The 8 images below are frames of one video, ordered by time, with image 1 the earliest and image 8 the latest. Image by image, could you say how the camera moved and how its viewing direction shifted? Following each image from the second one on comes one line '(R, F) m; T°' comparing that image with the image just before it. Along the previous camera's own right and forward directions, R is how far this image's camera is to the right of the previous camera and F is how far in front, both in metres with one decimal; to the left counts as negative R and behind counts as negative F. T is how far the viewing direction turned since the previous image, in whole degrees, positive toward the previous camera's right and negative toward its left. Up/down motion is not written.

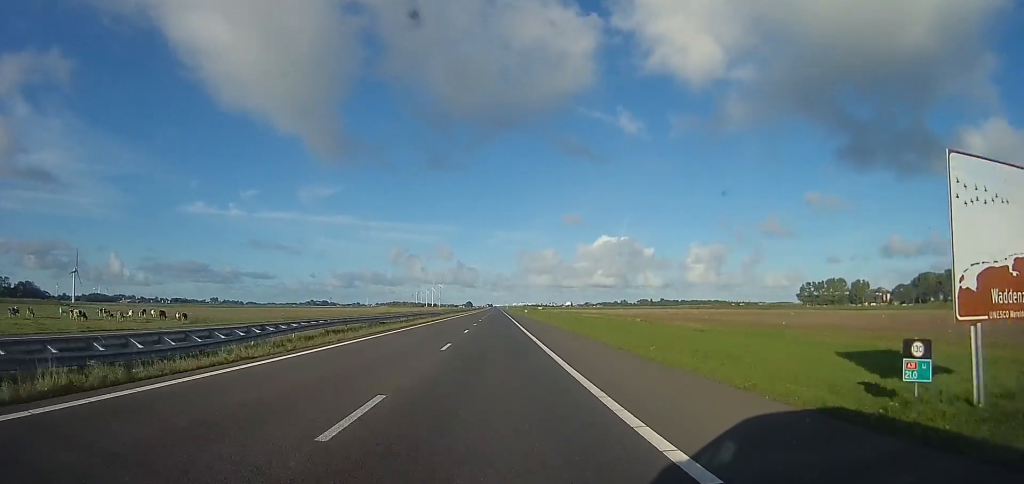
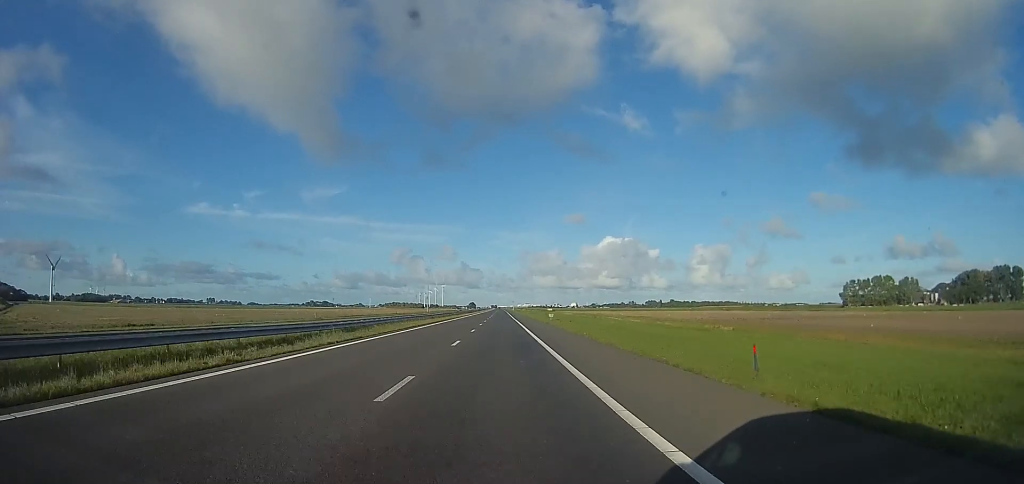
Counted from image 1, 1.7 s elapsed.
(0.0, +44.7) m; 0°
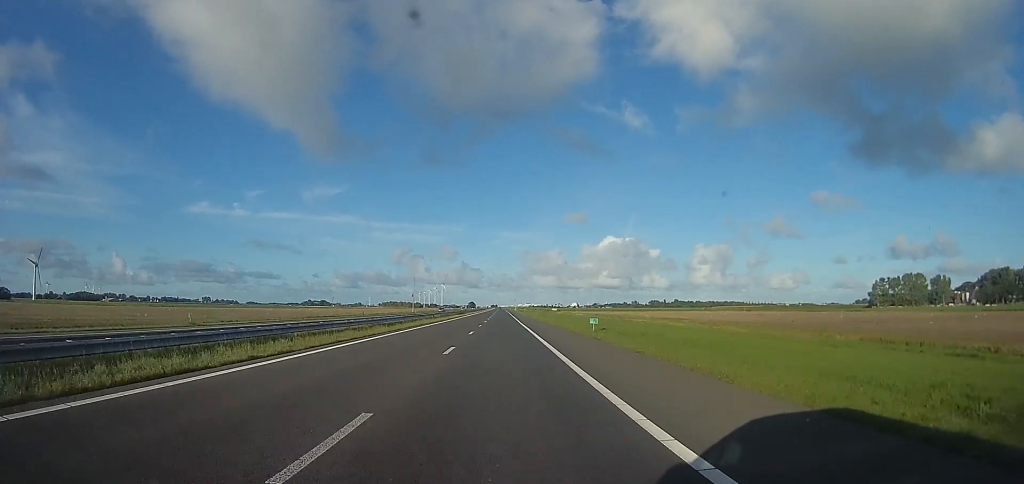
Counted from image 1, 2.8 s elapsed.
(0.0, +27.5) m; 0°
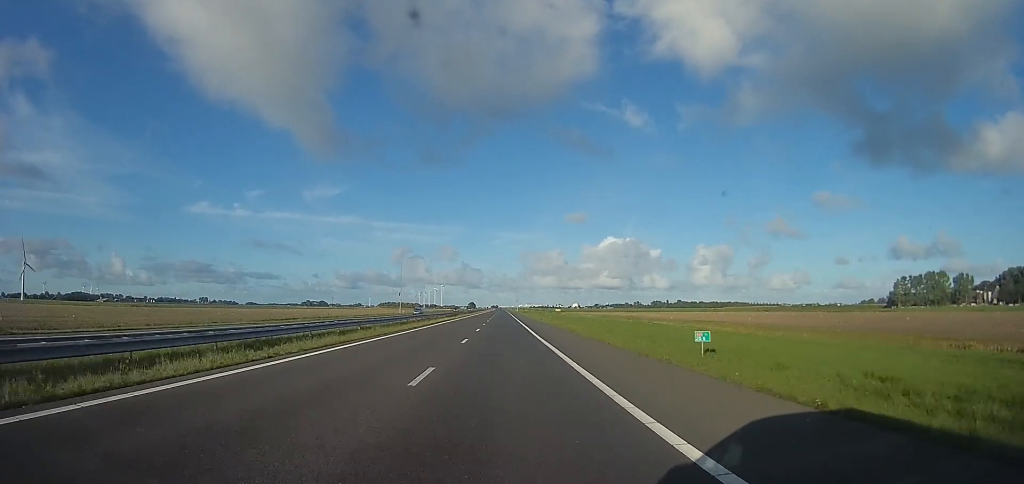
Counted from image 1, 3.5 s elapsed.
(-0.1, +18.1) m; 0°
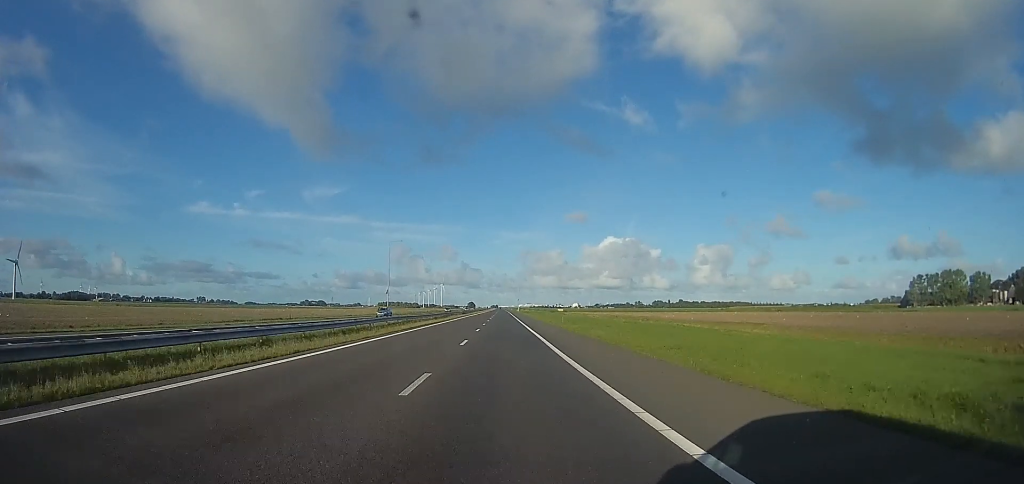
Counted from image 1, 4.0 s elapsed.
(+0.1, +12.9) m; 0°
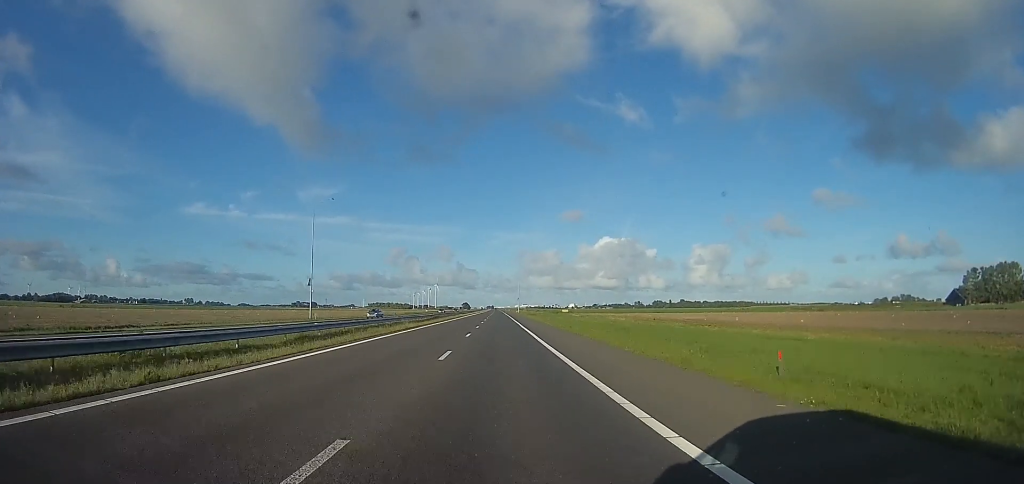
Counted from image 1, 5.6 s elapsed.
(-0.1, +41.4) m; 0°
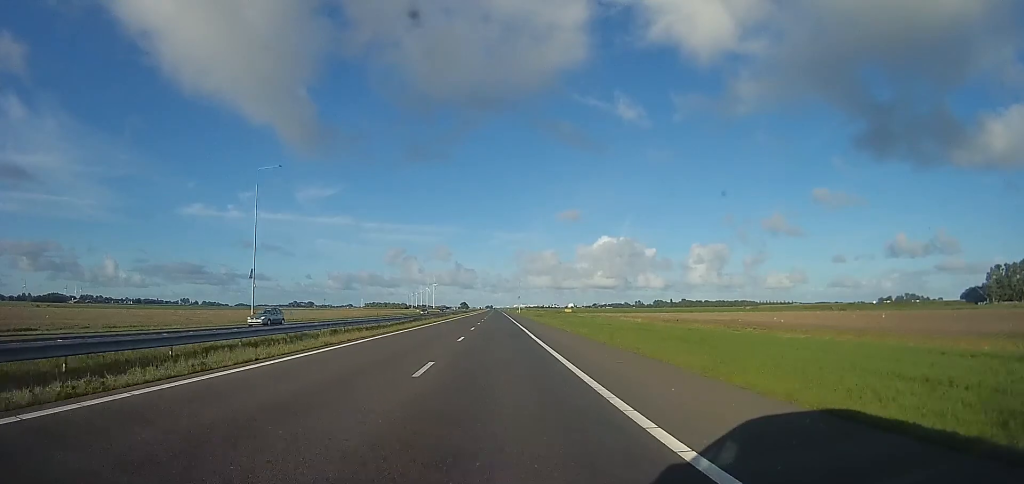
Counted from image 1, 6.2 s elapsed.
(+0.1, +15.6) m; 0°
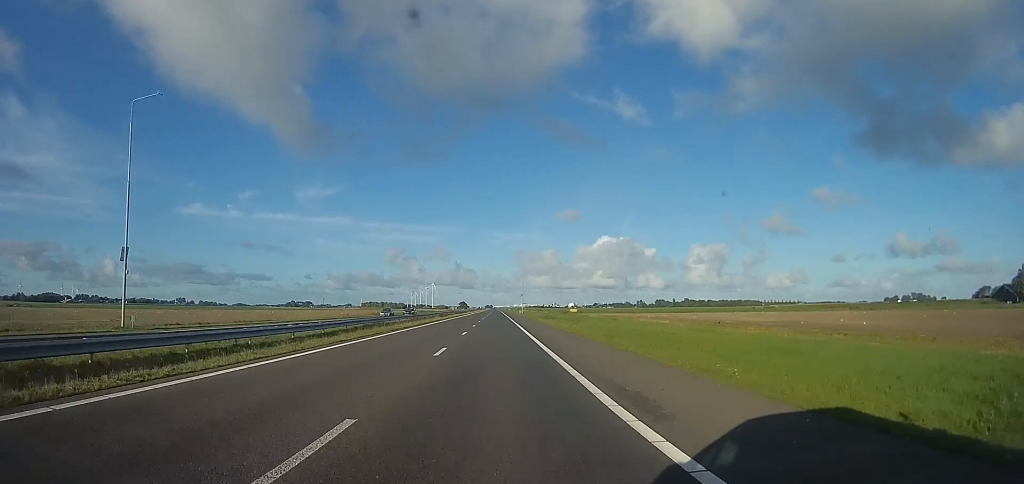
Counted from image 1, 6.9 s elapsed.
(0.0, +19.1) m; 0°
